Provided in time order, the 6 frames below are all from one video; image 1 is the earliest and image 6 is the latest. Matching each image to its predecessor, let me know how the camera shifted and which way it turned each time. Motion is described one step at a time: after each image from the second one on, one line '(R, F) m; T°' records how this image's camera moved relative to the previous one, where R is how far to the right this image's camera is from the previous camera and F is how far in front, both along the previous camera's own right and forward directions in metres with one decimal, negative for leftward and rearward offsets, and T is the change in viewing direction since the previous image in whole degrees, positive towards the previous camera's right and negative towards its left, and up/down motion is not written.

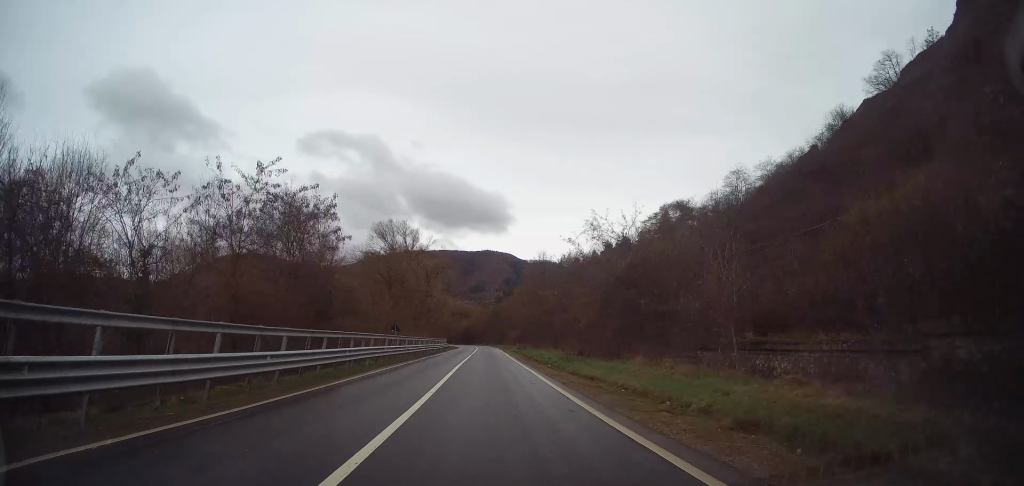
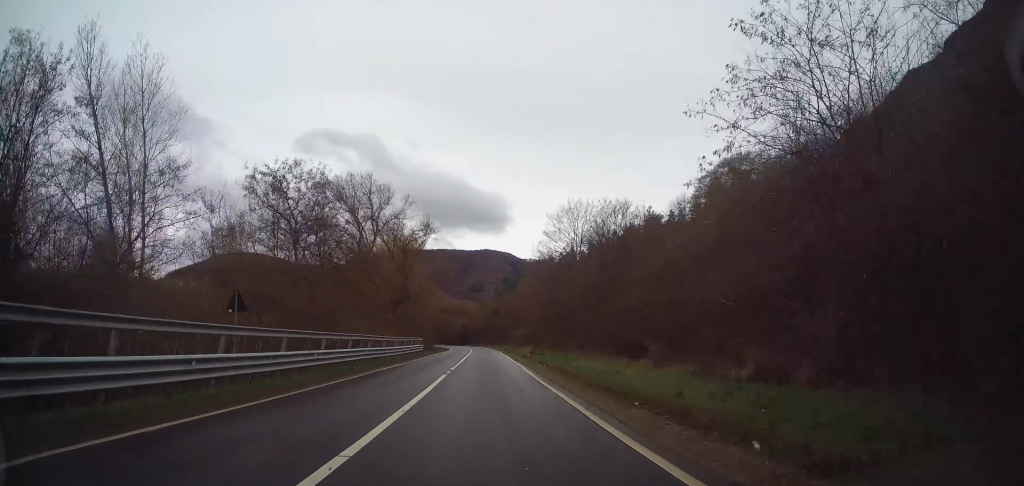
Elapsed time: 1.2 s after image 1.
(+0.2, +26.9) m; 0°
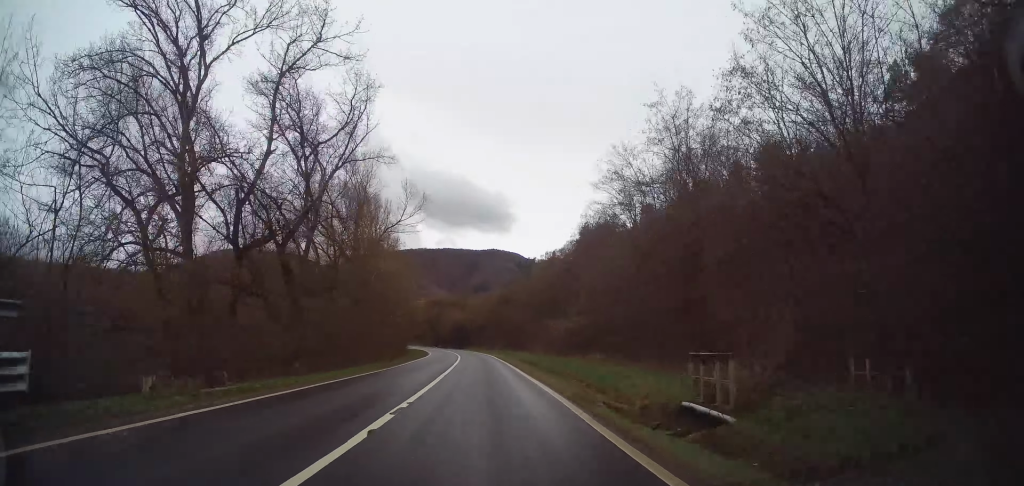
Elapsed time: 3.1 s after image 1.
(-0.6, +44.3) m; -1°
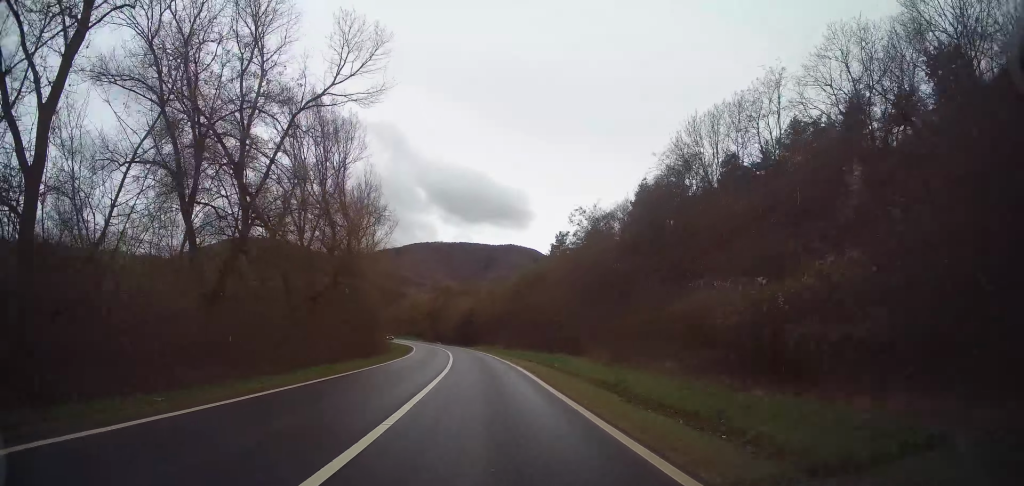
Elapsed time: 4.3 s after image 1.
(+0.1, +29.2) m; -1°
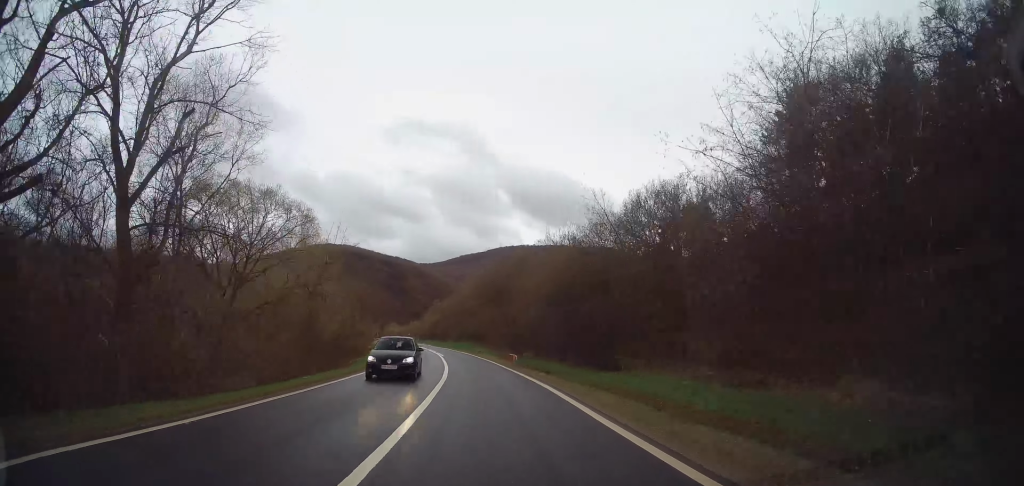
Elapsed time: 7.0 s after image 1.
(-3.7, +64.7) m; -8°
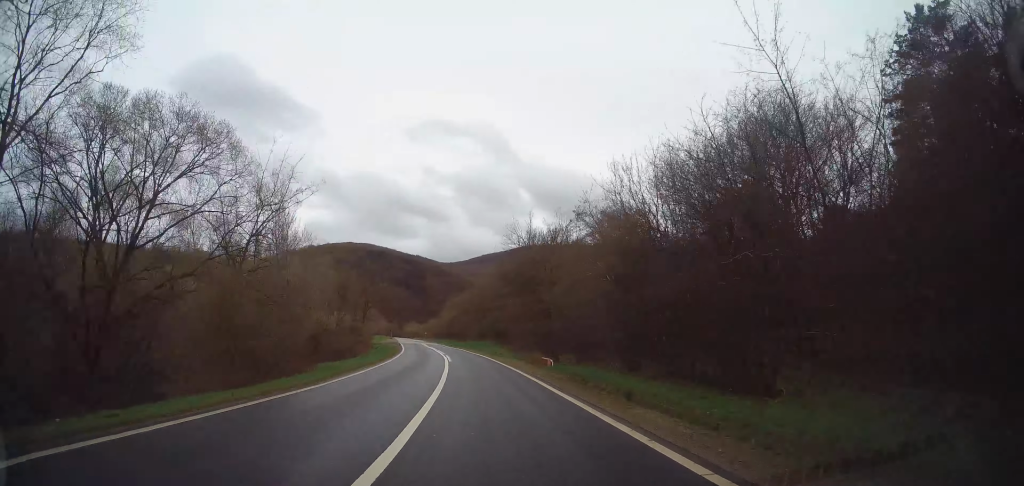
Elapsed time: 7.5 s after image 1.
(-0.3, +13.3) m; -2°
